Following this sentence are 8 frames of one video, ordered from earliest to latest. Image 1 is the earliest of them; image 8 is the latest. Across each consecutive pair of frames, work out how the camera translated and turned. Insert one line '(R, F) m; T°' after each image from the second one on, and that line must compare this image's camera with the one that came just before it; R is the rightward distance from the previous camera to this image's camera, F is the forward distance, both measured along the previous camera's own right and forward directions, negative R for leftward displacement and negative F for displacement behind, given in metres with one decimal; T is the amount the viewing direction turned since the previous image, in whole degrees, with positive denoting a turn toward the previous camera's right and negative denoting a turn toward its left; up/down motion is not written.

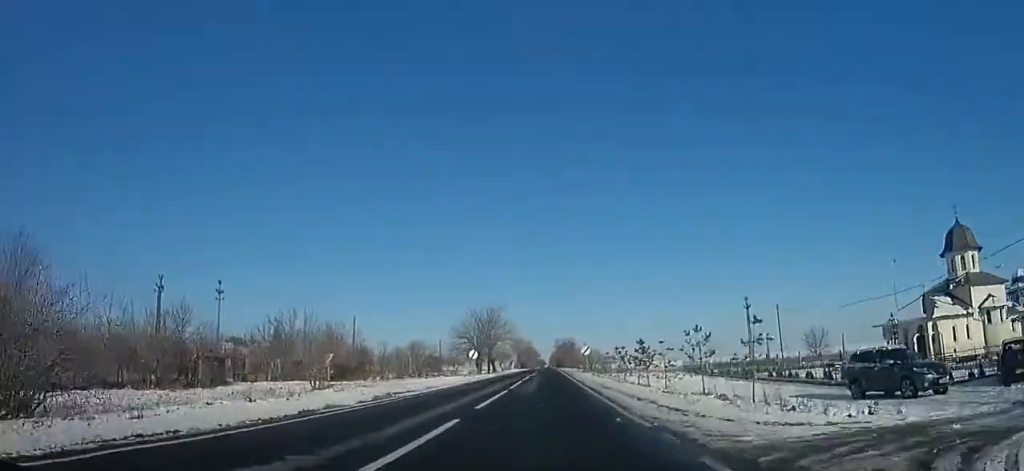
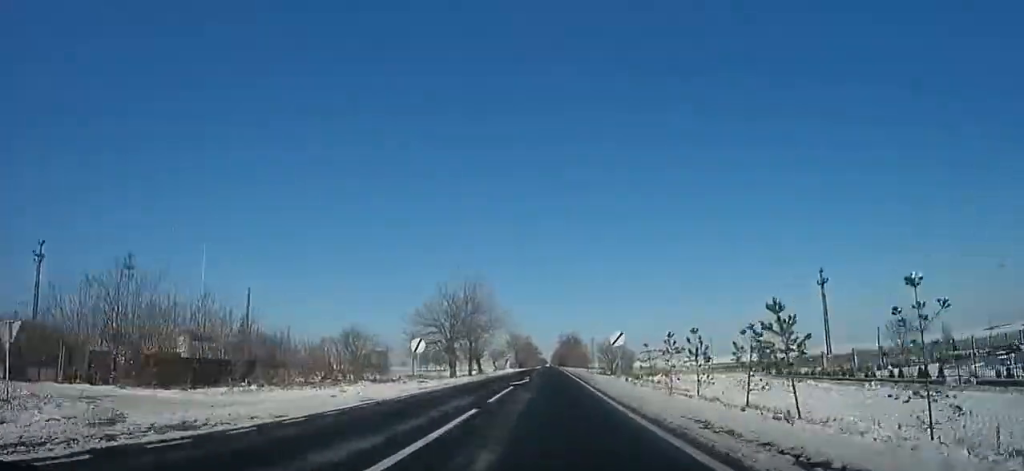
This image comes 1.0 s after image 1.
(0.0, +21.8) m; 0°
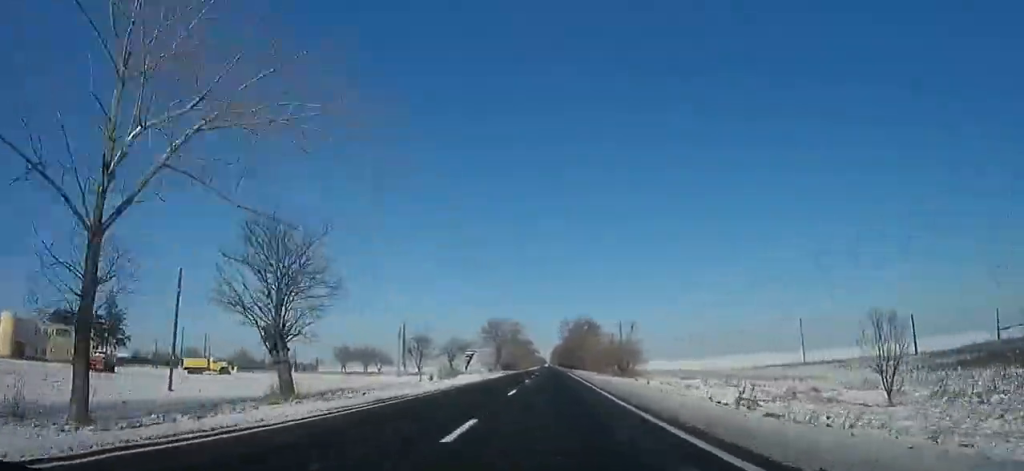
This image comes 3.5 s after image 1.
(0.0, +53.7) m; +1°
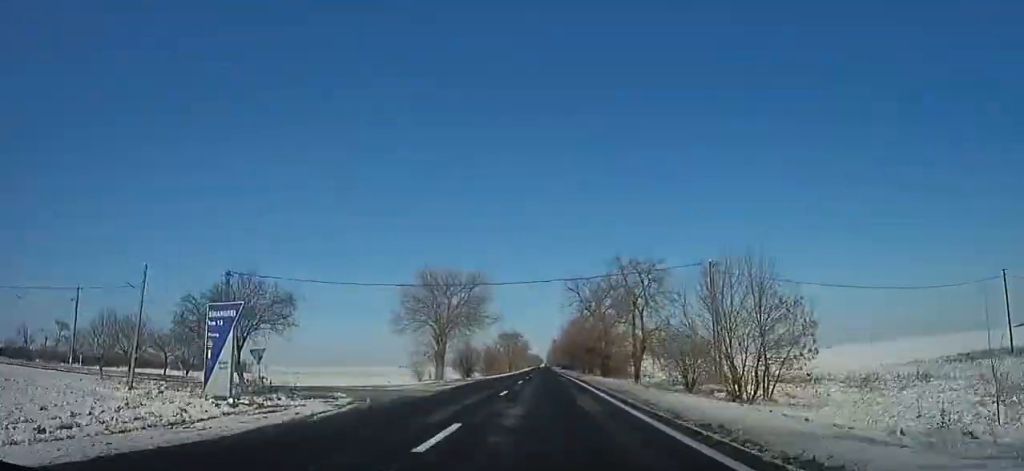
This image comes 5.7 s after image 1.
(+1.0, +47.8) m; 0°
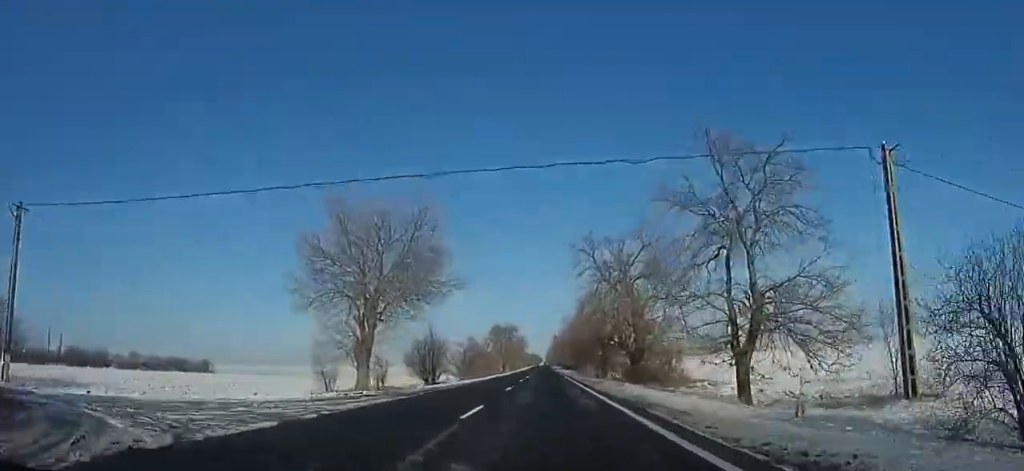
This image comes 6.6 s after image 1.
(-0.2, +19.6) m; 0°
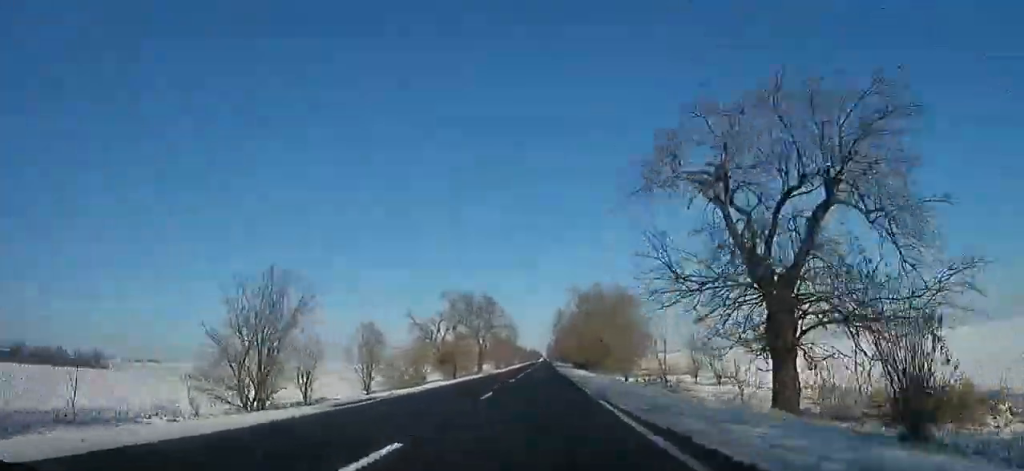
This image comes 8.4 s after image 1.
(-0.7, +42.7) m; -1°
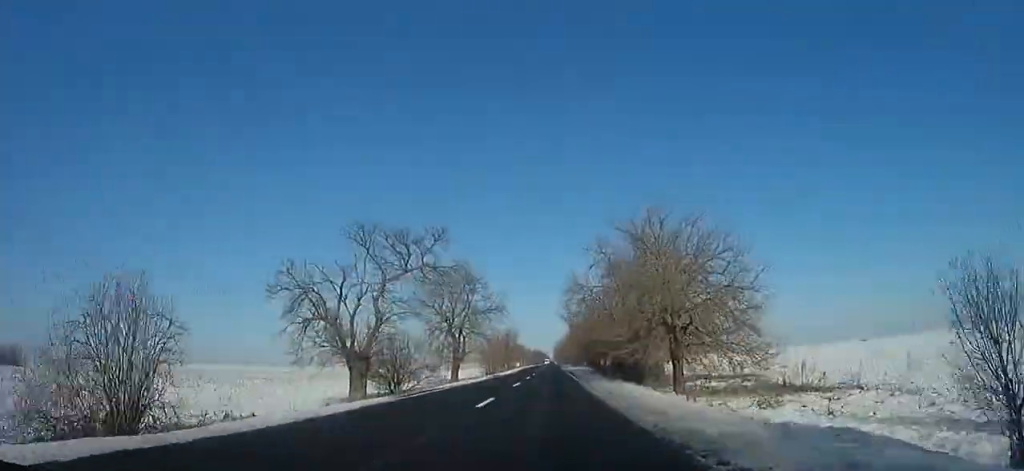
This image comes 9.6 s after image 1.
(0.0, +26.3) m; 0°
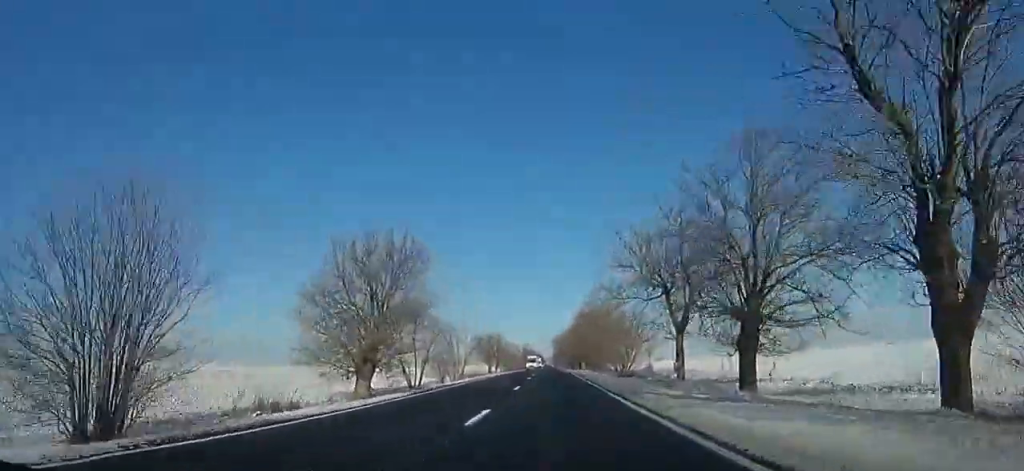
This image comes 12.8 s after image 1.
(+0.9, +76.2) m; +1°
